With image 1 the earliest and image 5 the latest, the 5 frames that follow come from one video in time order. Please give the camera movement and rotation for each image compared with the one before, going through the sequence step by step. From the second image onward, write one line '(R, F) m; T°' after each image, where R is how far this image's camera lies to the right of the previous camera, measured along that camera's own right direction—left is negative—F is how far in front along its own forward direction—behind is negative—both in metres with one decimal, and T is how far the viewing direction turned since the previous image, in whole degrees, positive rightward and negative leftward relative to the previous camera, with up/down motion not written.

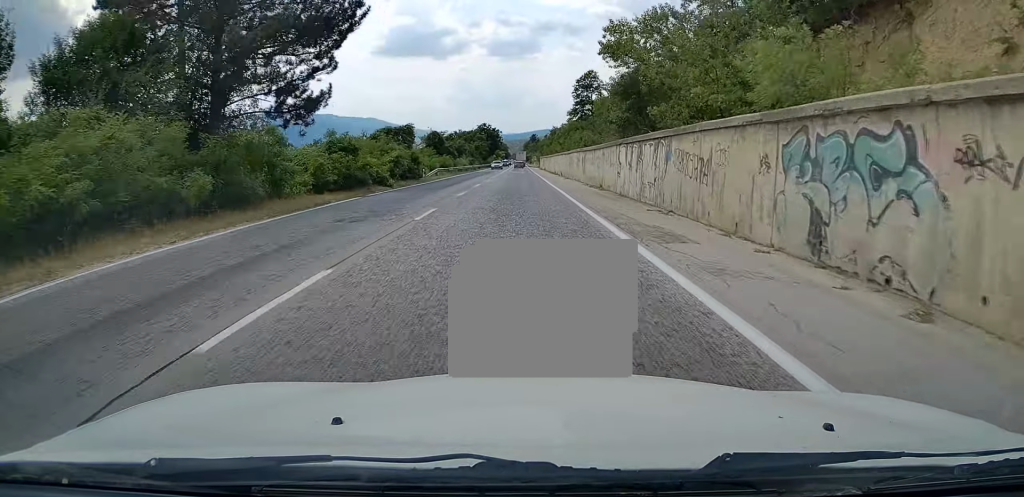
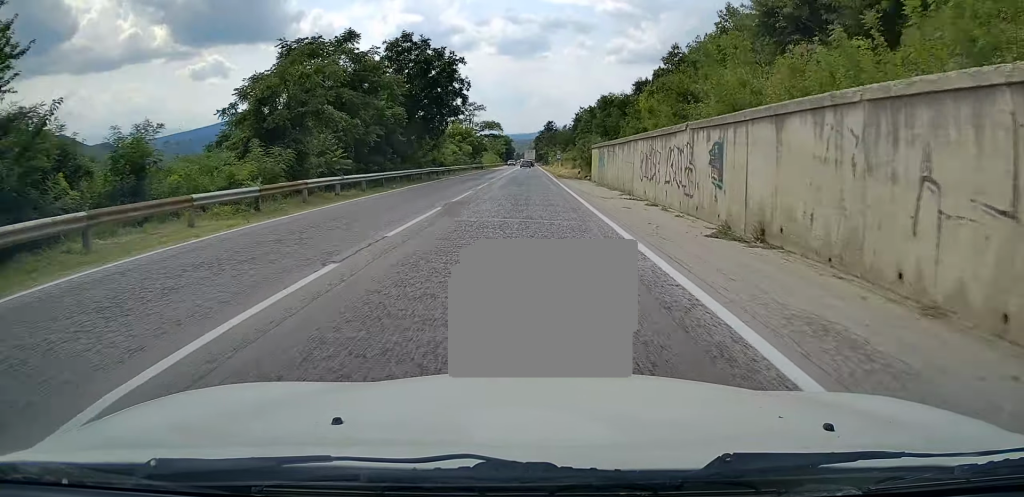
(+0.1, +107.9) m; 0°
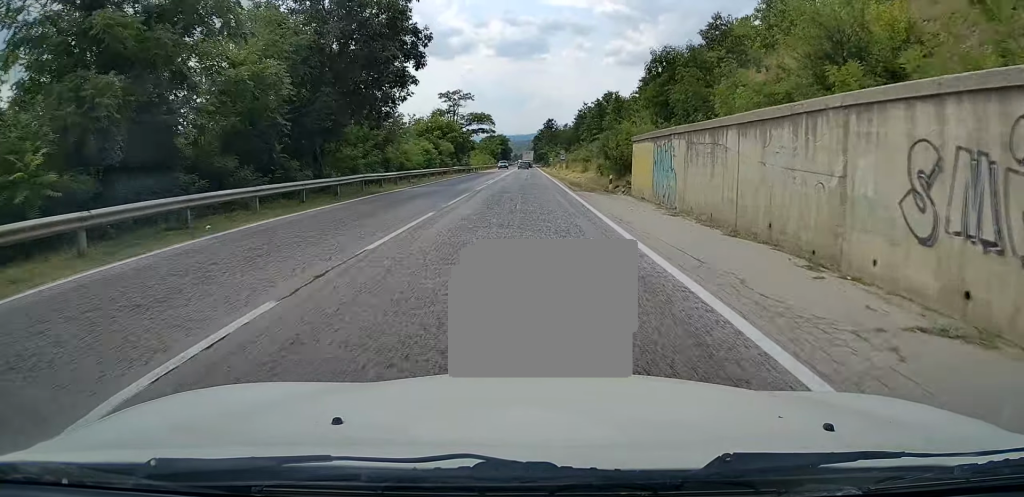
(-0.7, +19.3) m; -1°
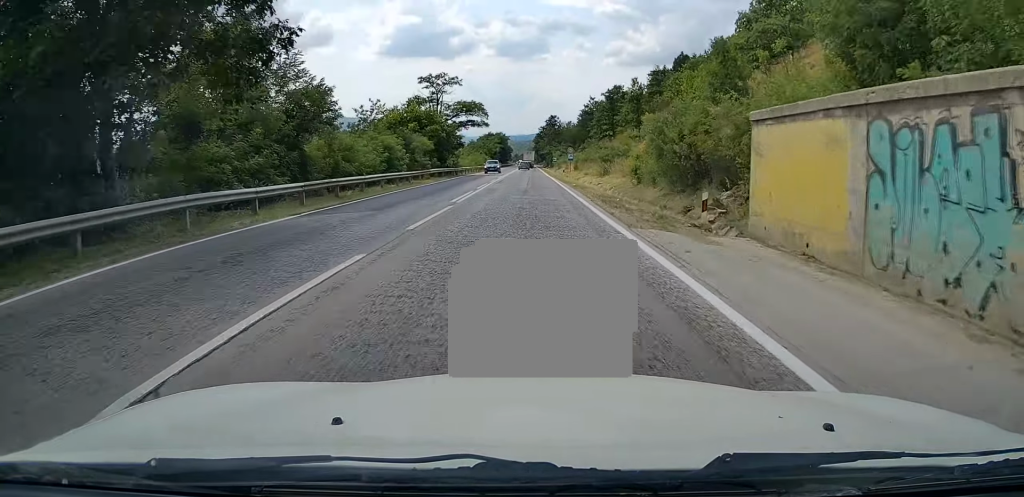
(+0.2, +15.4) m; +1°
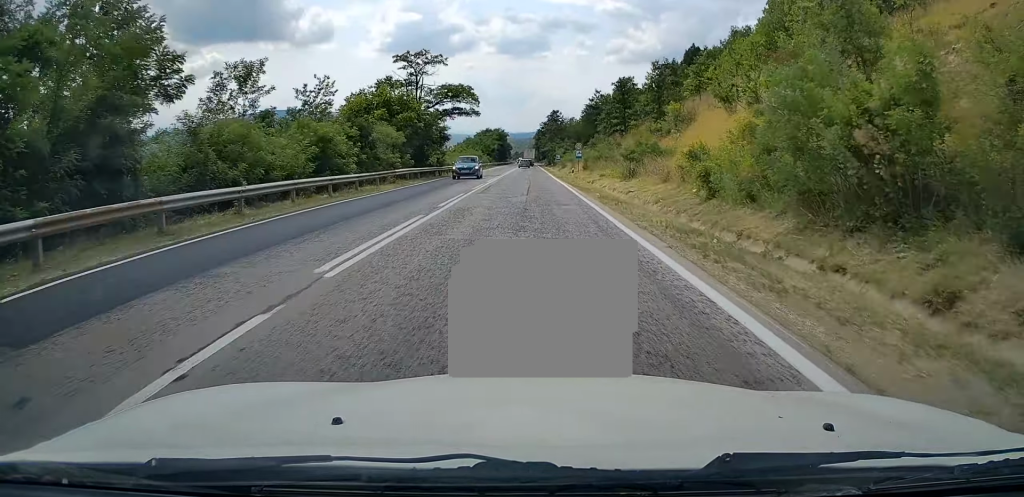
(+0.1, +12.4) m; 0°
